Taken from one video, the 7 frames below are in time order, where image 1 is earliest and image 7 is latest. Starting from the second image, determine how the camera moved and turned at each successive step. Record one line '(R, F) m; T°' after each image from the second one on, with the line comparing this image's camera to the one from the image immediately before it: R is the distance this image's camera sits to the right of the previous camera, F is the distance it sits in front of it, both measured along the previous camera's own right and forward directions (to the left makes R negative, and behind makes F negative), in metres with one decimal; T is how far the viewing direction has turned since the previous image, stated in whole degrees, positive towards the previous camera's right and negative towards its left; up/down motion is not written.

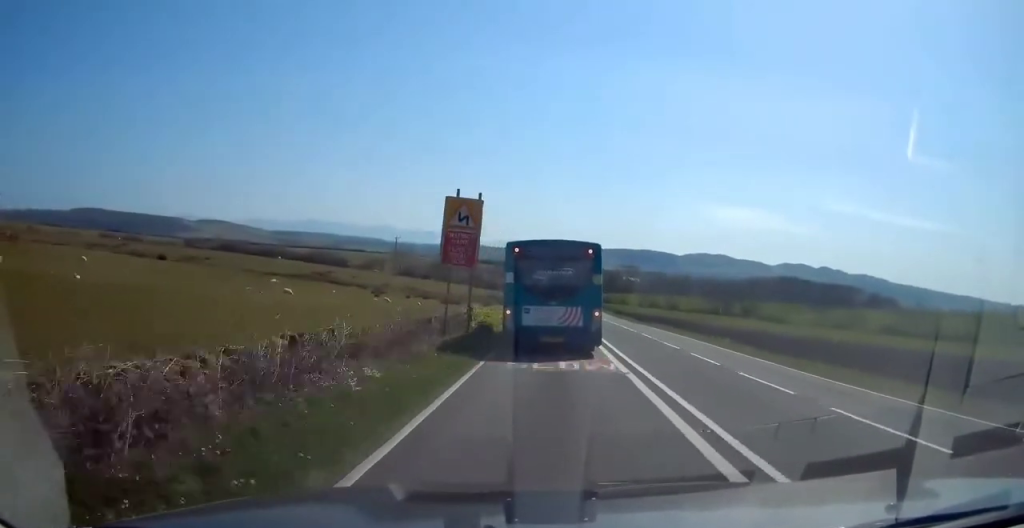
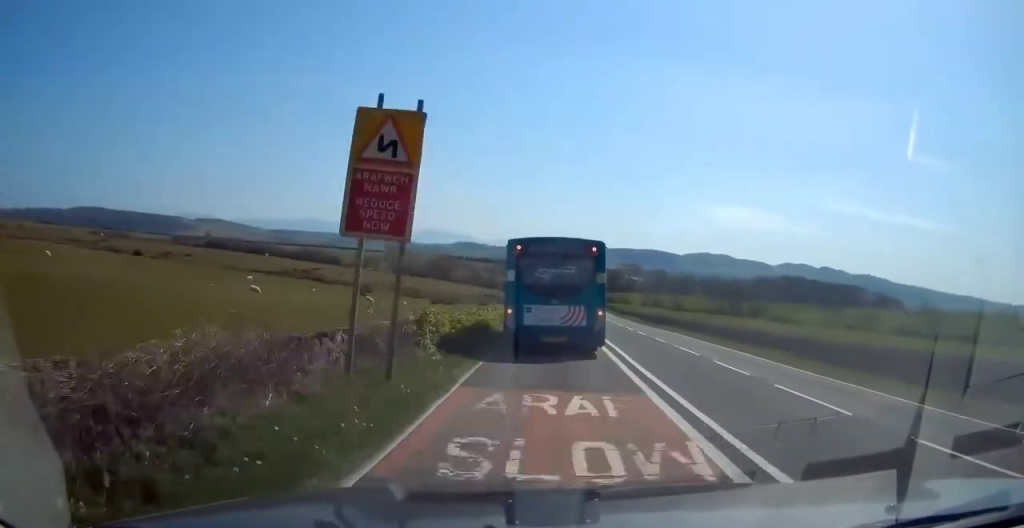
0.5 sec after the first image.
(0.0, +8.9) m; 0°
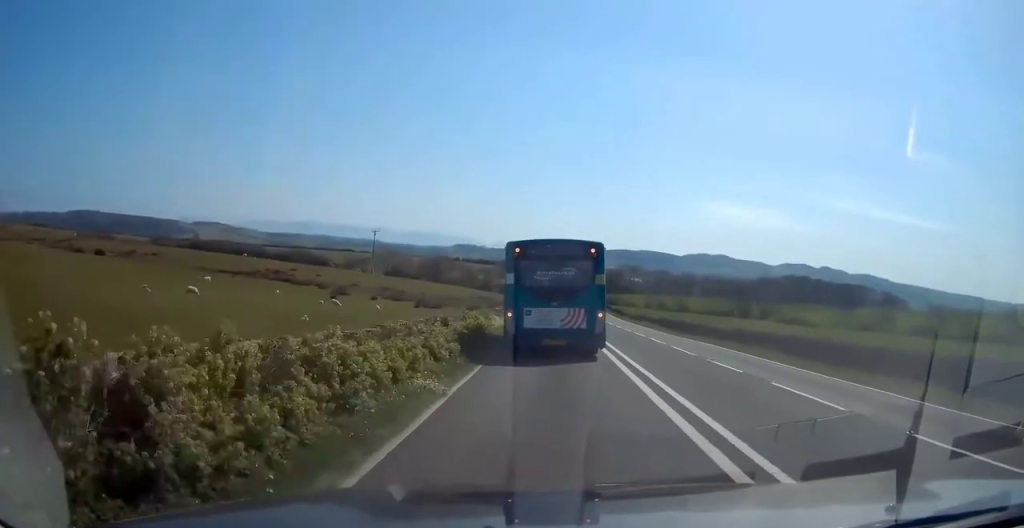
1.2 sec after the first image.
(0.0, +12.2) m; 0°
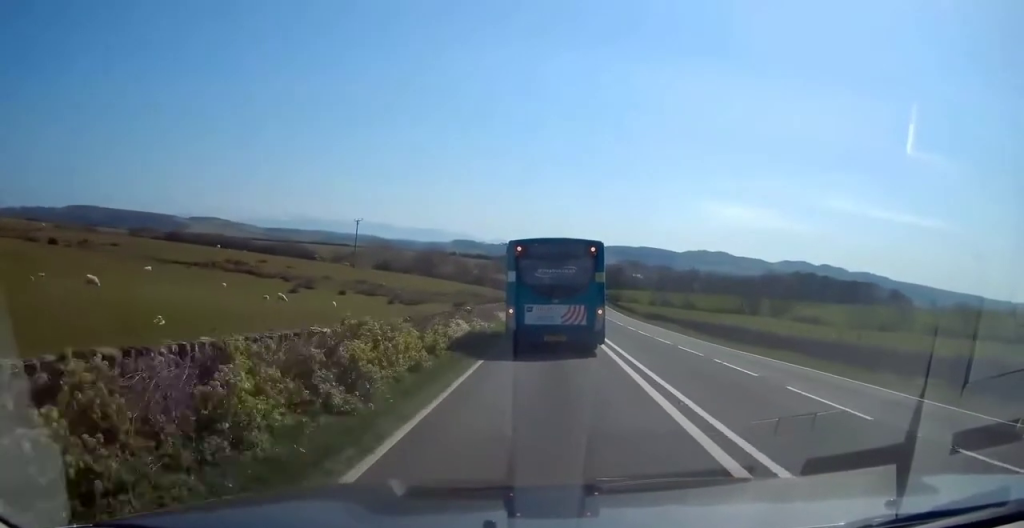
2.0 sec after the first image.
(0.0, +13.7) m; +1°
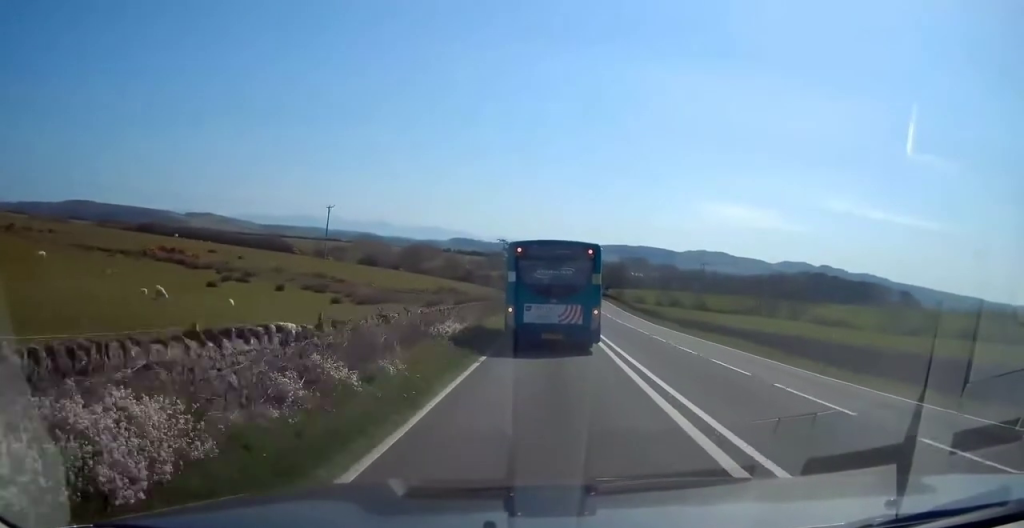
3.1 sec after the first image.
(+0.3, +17.6) m; +1°
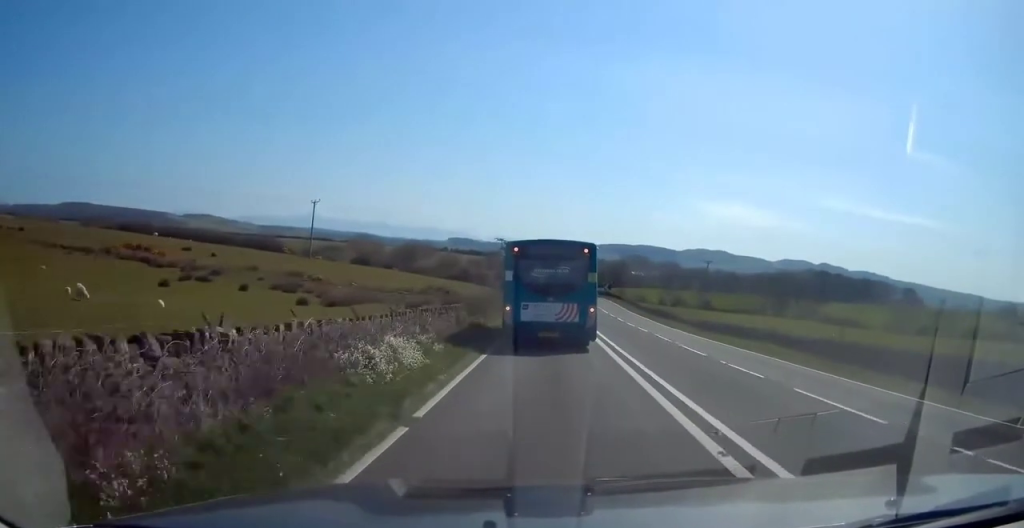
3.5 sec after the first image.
(0.0, +7.0) m; 0°
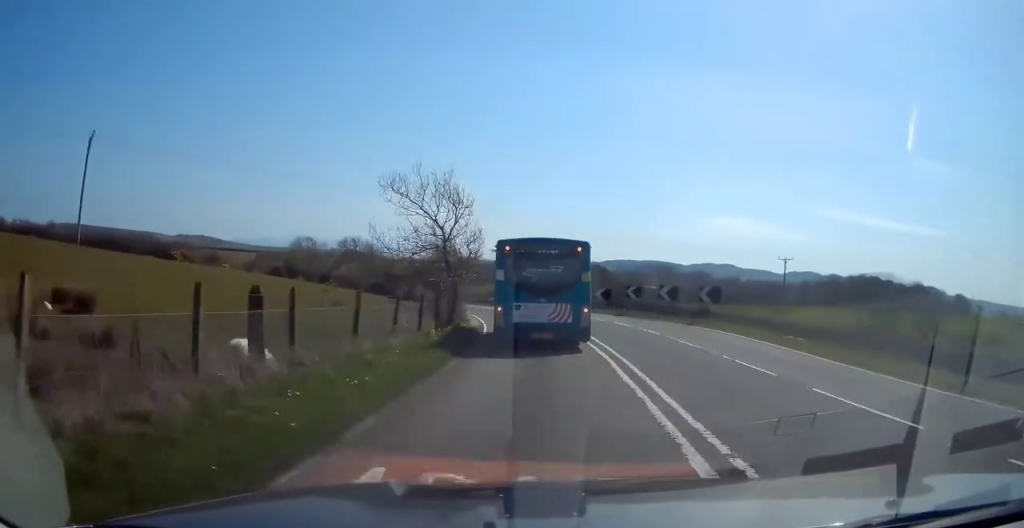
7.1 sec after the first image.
(-1.4, +59.3) m; -2°
